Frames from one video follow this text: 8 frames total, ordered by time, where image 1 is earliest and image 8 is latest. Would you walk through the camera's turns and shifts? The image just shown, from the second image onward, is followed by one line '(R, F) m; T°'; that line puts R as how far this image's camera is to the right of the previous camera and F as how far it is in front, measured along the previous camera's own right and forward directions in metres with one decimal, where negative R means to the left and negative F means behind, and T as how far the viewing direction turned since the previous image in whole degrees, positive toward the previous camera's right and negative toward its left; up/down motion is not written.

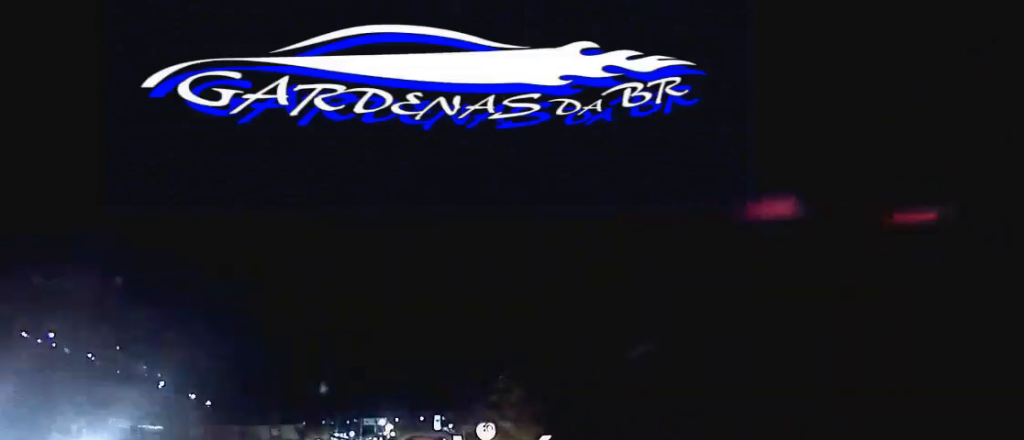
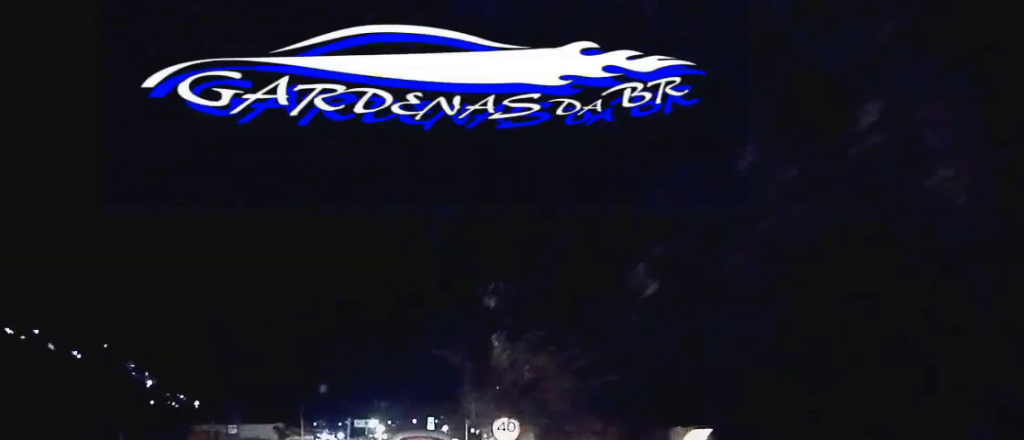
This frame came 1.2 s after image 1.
(0.0, +11.0) m; 0°
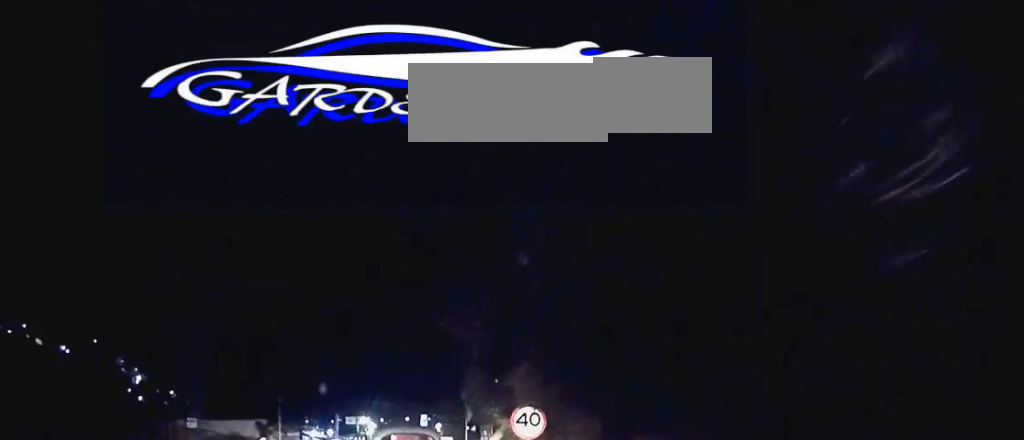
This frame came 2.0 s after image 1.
(0.0, +6.9) m; 0°
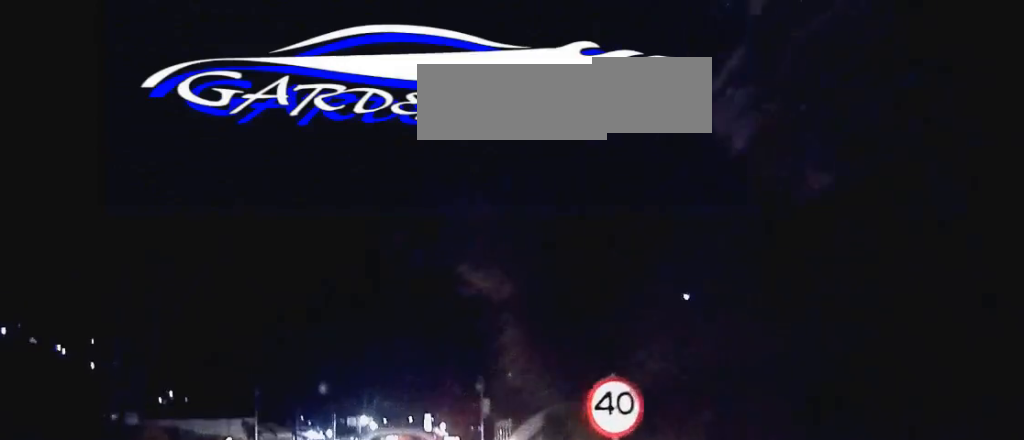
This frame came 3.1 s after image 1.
(0.0, +9.1) m; 0°
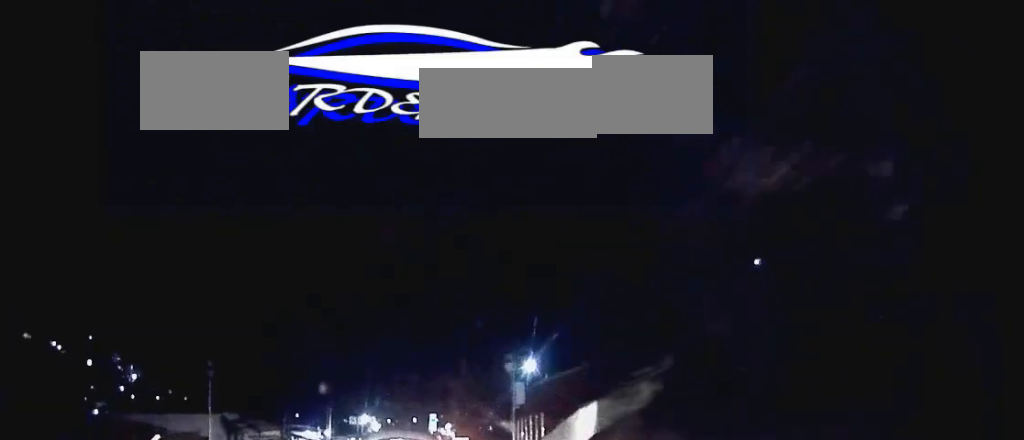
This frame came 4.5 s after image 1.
(+0.1, +11.2) m; +1°
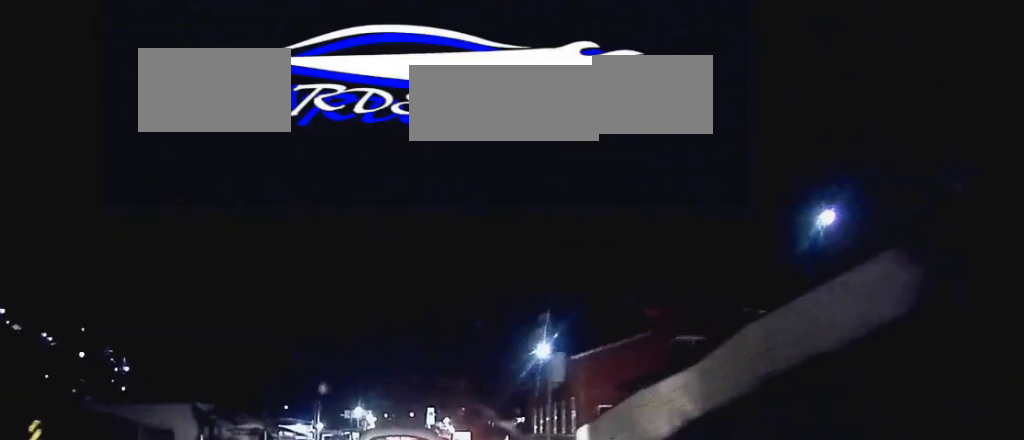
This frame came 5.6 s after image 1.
(+0.1, +8.5) m; +1°
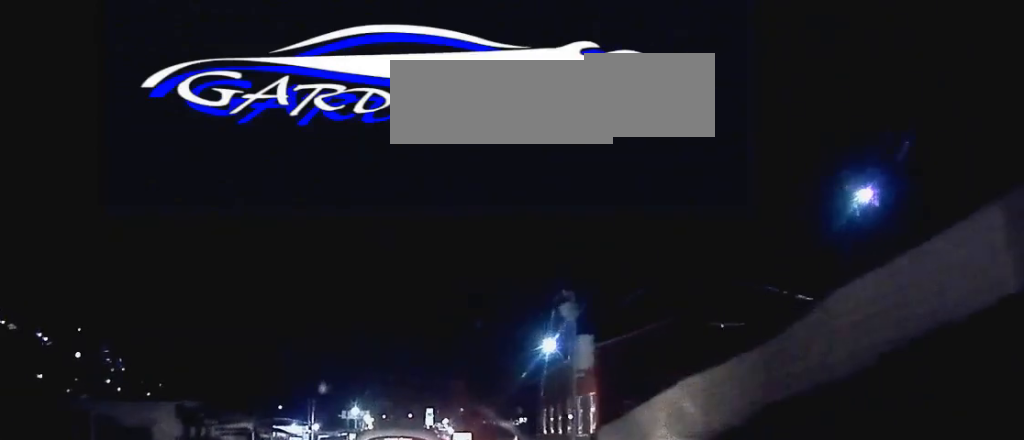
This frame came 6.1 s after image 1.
(0.0, +3.7) m; 0°
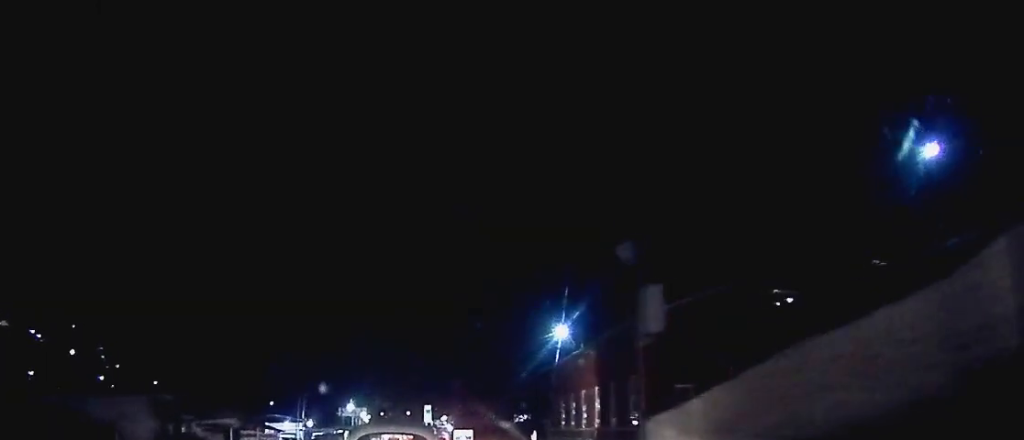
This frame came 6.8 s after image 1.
(0.0, +5.5) m; 0°
